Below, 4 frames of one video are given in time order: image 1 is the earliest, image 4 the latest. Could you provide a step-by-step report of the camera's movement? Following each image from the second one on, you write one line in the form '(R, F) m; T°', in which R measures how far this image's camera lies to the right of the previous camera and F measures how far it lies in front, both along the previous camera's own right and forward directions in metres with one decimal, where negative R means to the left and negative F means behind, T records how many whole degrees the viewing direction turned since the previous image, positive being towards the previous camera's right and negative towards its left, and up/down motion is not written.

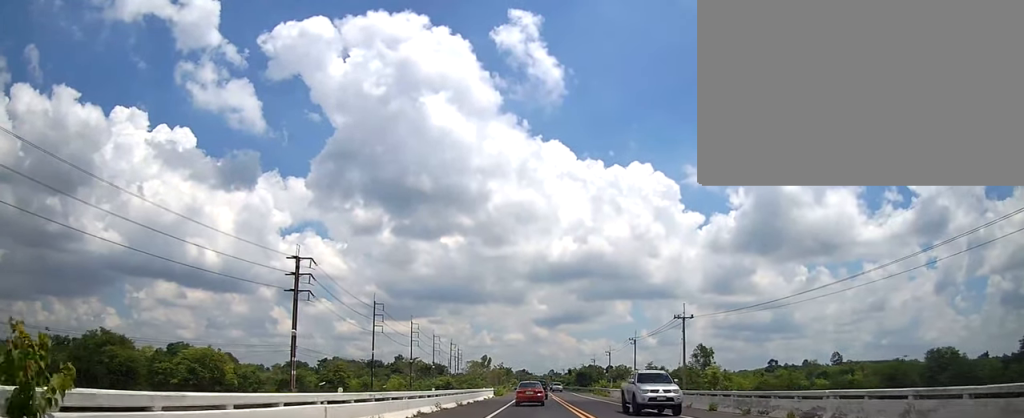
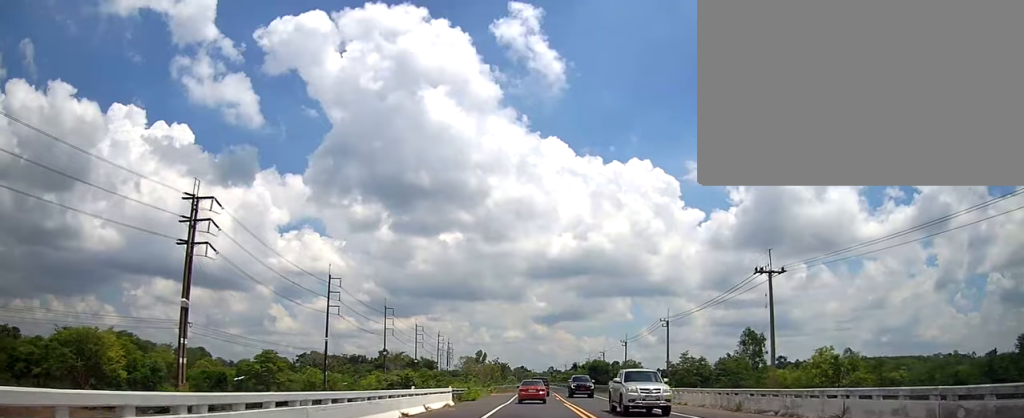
(-0.9, +27.4) m; -2°
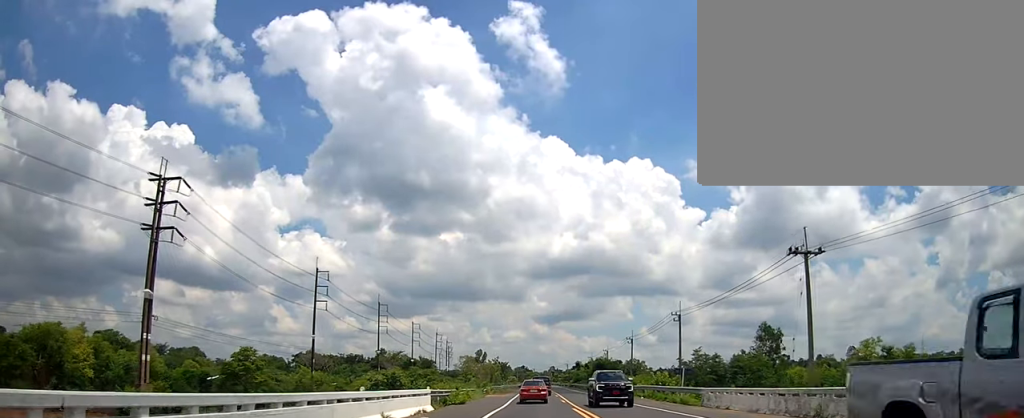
(+0.3, +6.2) m; 0°
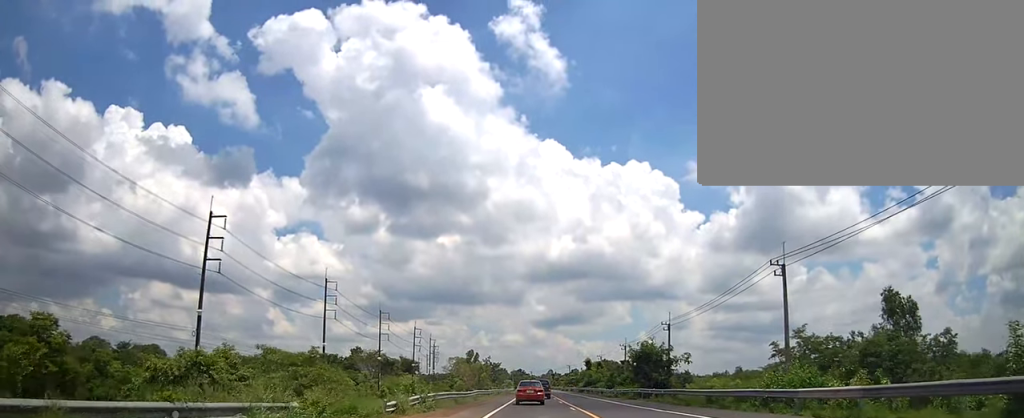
(+0.9, +32.8) m; +1°
